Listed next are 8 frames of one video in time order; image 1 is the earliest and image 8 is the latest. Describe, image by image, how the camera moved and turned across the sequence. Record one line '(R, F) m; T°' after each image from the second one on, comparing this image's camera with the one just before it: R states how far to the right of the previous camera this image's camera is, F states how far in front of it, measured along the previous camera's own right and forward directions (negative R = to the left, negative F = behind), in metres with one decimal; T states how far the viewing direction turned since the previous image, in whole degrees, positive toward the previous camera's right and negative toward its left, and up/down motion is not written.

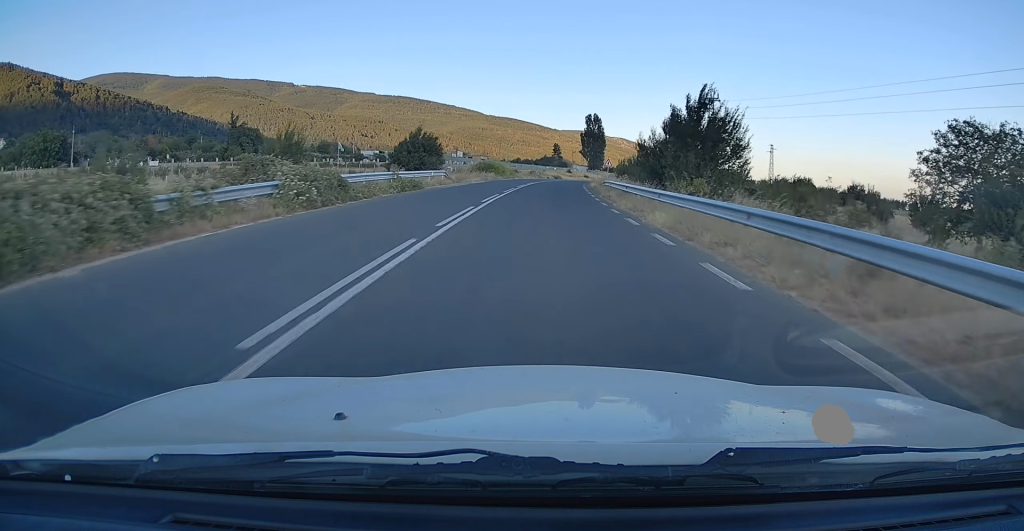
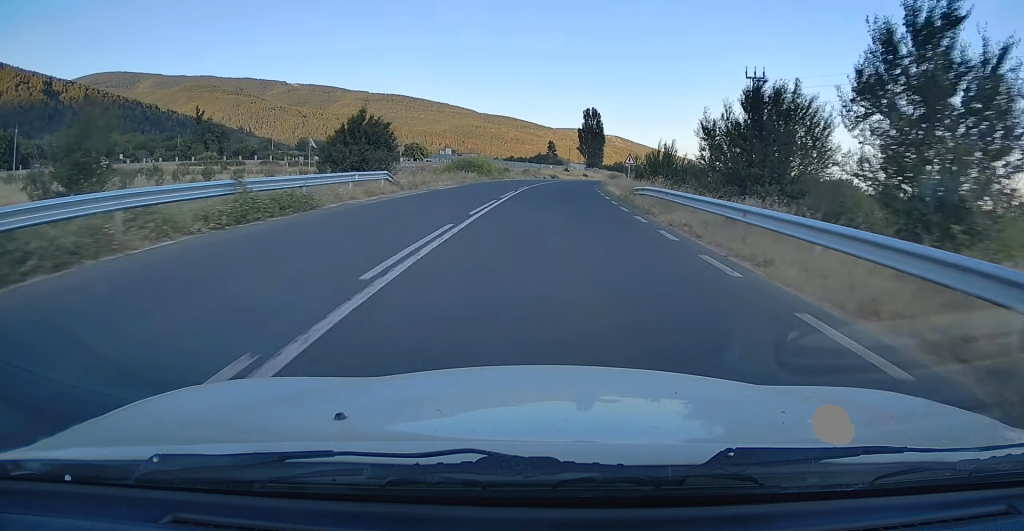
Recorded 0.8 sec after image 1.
(0.0, +15.3) m; 0°
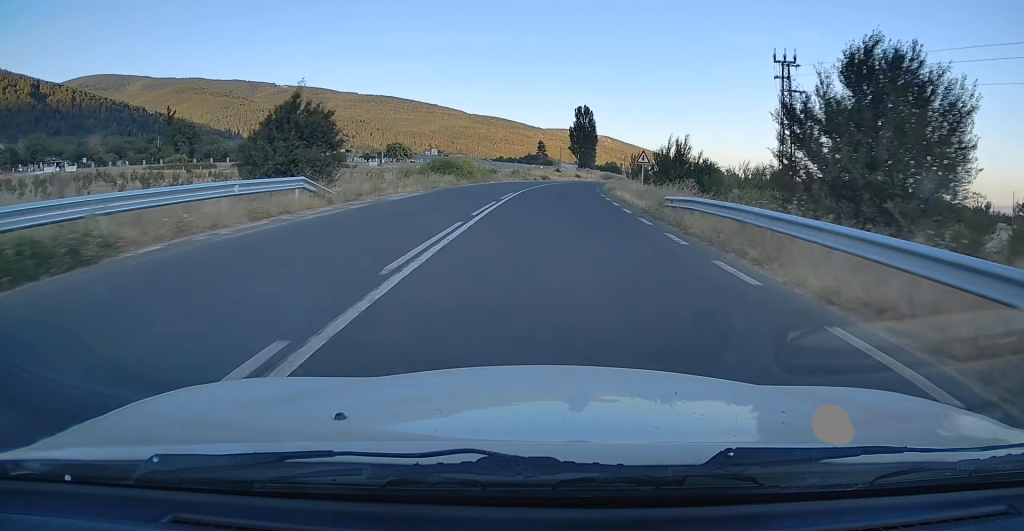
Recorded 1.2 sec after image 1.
(0.0, +8.4) m; 0°
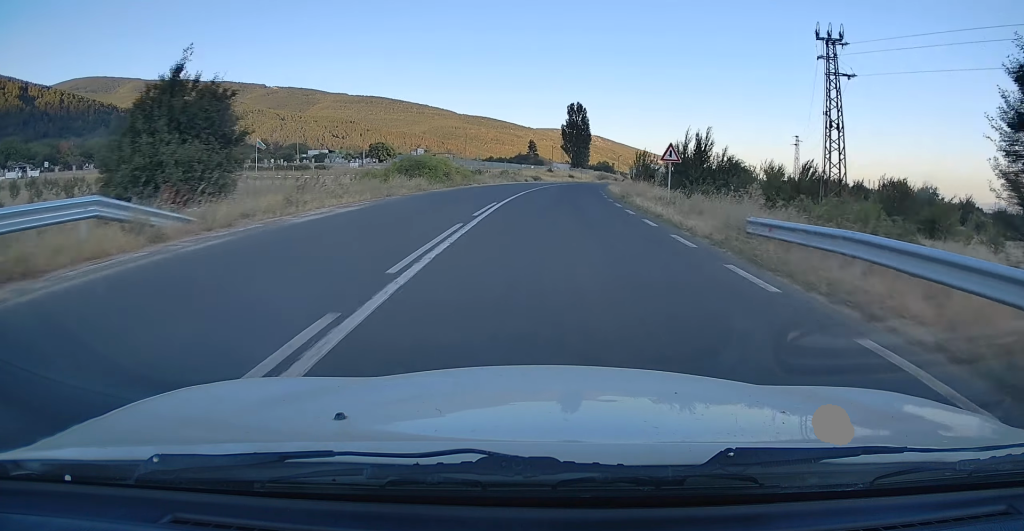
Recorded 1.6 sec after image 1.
(0.0, +8.2) m; +1°
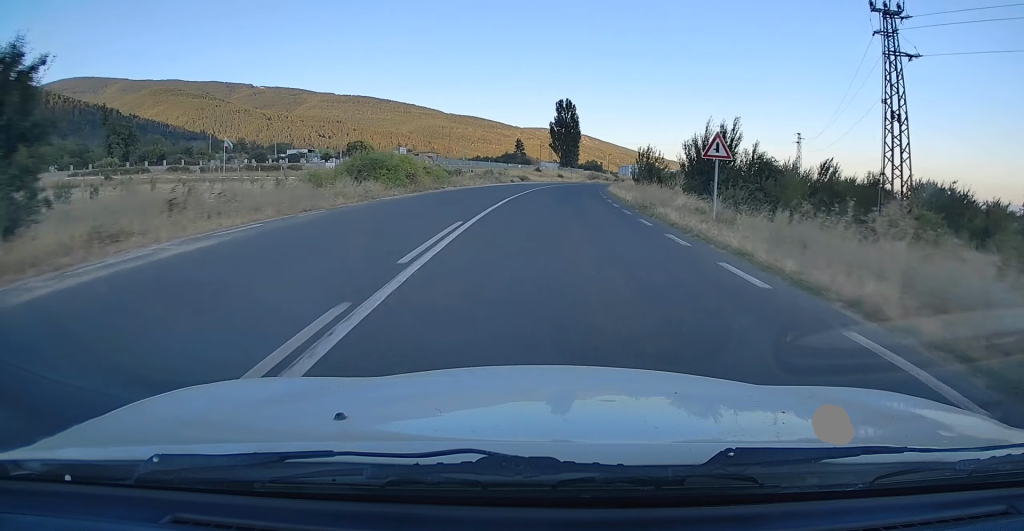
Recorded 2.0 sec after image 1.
(-0.1, +7.9) m; +1°
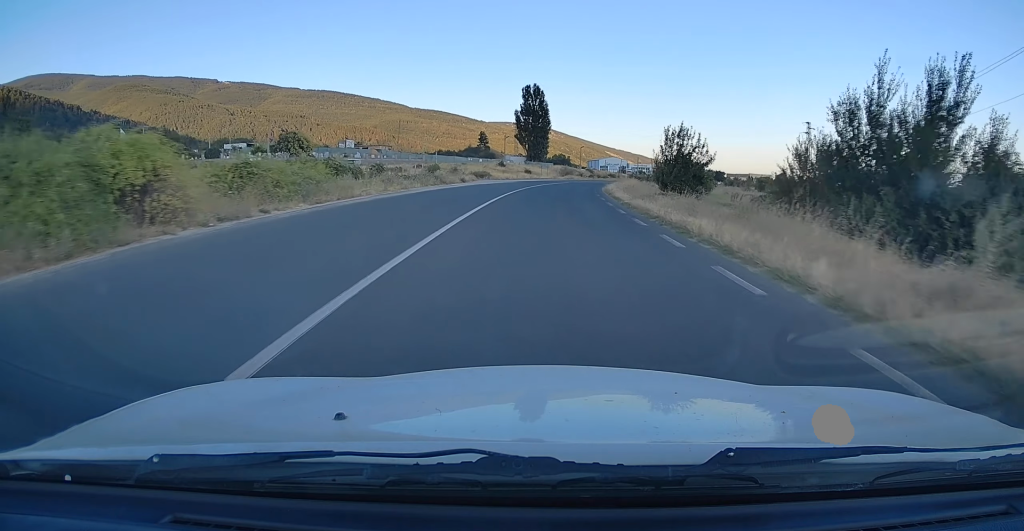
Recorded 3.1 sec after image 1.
(+0.6, +20.3) m; +3°
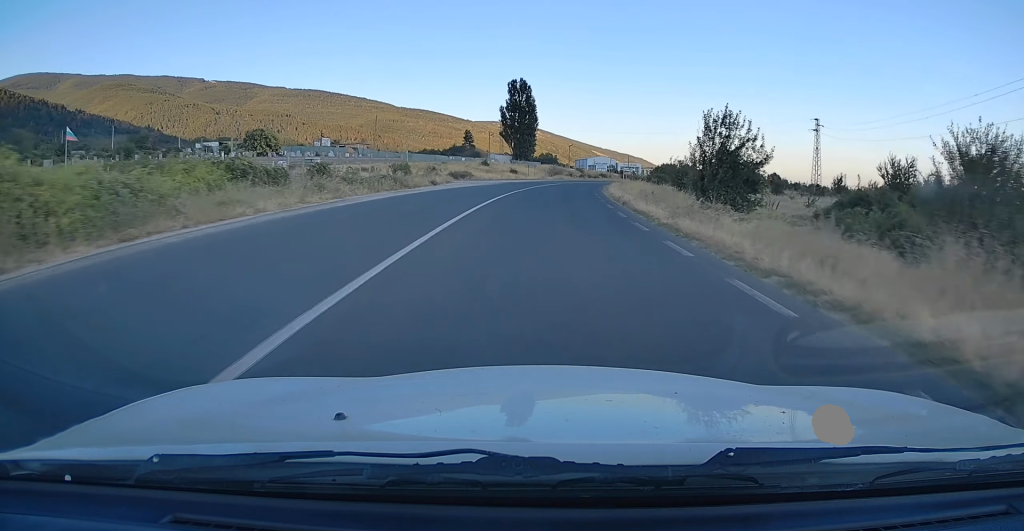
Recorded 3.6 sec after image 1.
(+0.2, +9.4) m; +1°
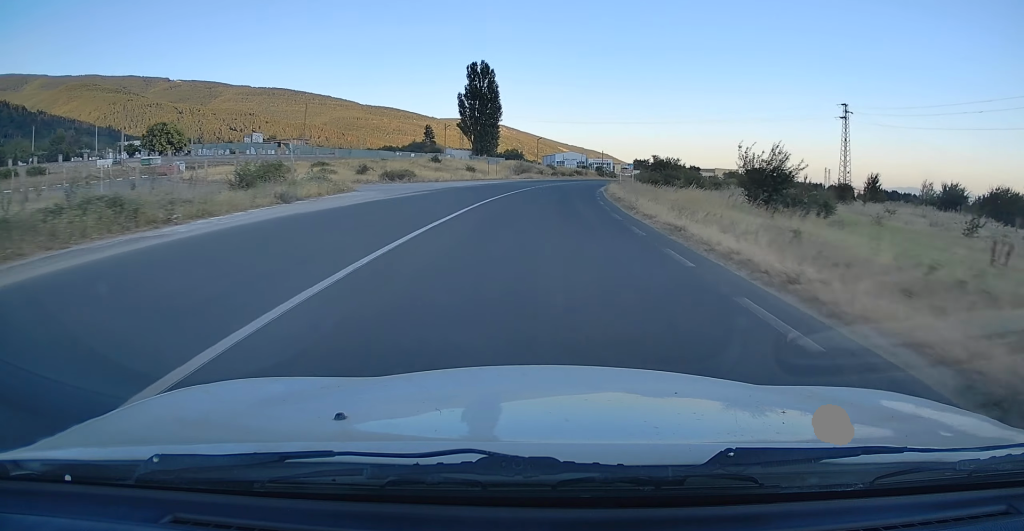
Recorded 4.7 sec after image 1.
(+0.2, +21.2) m; +2°
